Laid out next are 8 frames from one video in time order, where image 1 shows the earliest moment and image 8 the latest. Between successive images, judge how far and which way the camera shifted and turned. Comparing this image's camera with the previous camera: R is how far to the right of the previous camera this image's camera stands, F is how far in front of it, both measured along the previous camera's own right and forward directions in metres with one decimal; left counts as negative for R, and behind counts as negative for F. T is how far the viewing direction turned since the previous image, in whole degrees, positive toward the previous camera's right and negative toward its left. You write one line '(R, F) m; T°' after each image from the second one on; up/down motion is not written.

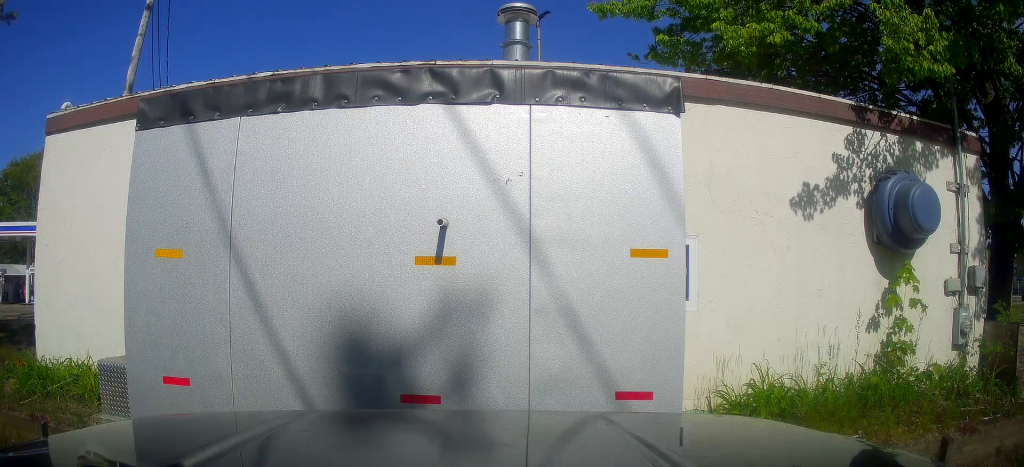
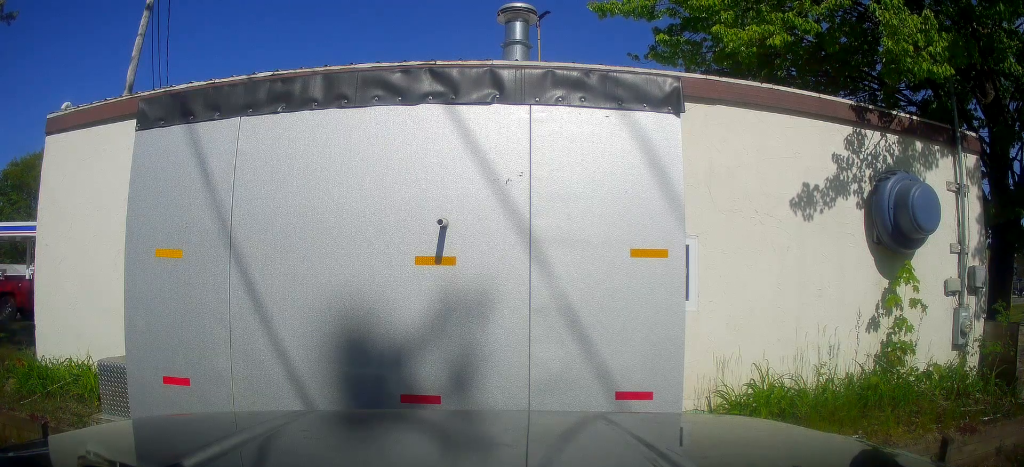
(0.0, 0.0) m; 0°
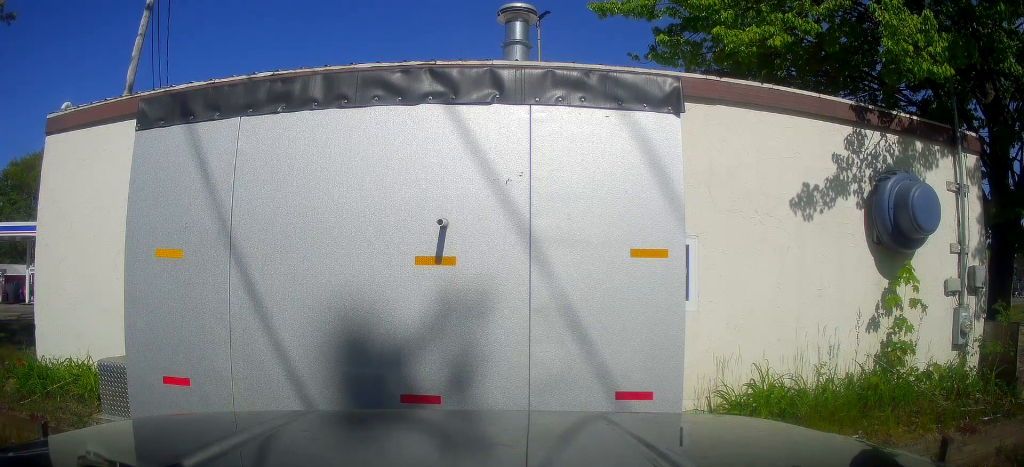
(0.0, 0.0) m; 0°
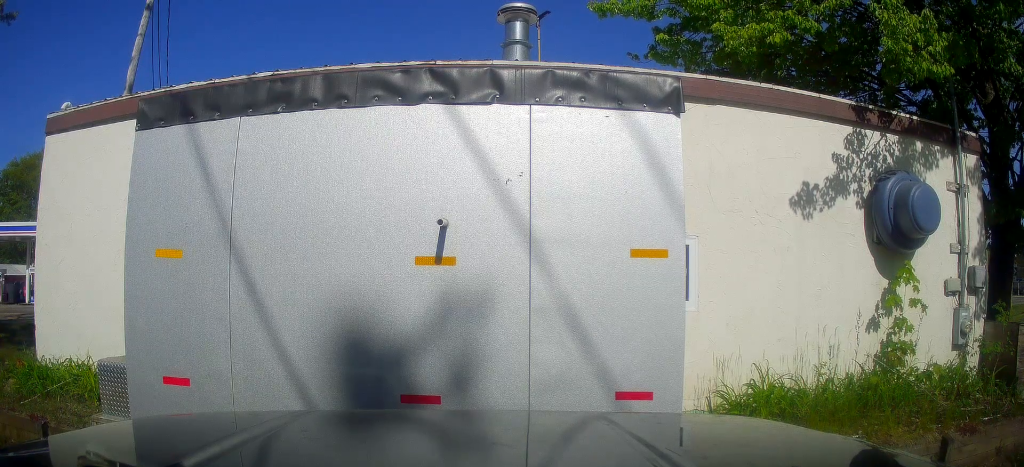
(0.0, 0.0) m; 0°
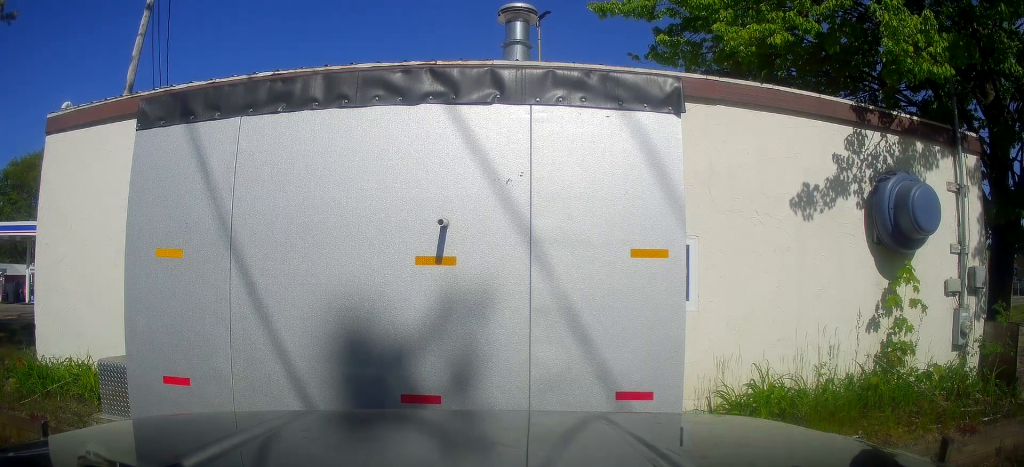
(0.0, 0.0) m; 0°
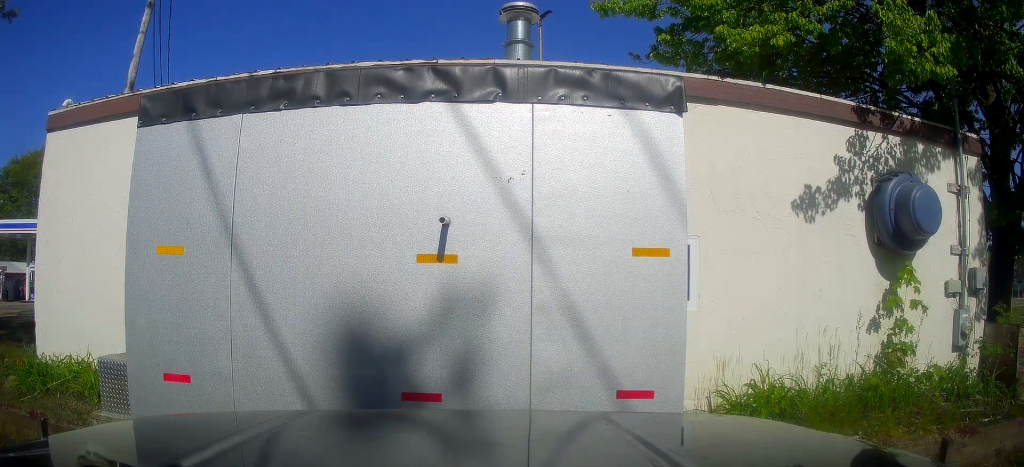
(0.0, 0.0) m; 0°
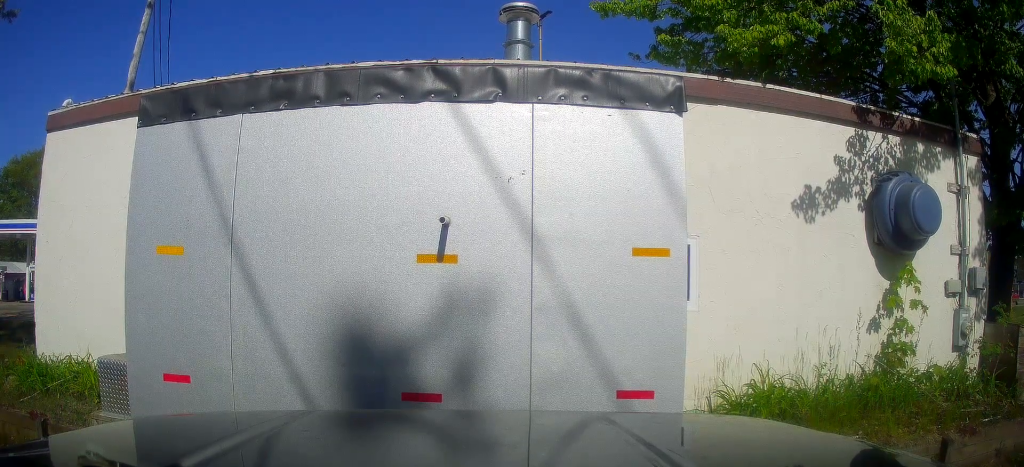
(0.0, 0.0) m; 0°
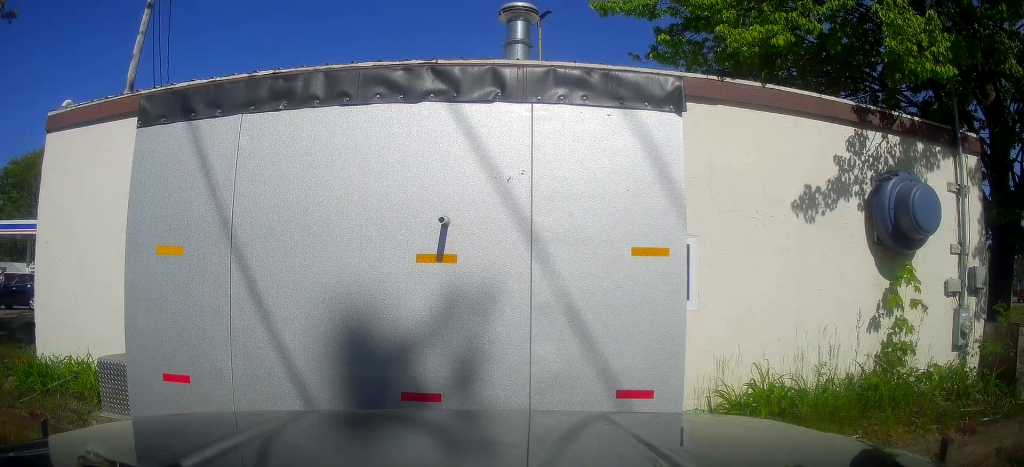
(0.0, 0.0) m; 0°
